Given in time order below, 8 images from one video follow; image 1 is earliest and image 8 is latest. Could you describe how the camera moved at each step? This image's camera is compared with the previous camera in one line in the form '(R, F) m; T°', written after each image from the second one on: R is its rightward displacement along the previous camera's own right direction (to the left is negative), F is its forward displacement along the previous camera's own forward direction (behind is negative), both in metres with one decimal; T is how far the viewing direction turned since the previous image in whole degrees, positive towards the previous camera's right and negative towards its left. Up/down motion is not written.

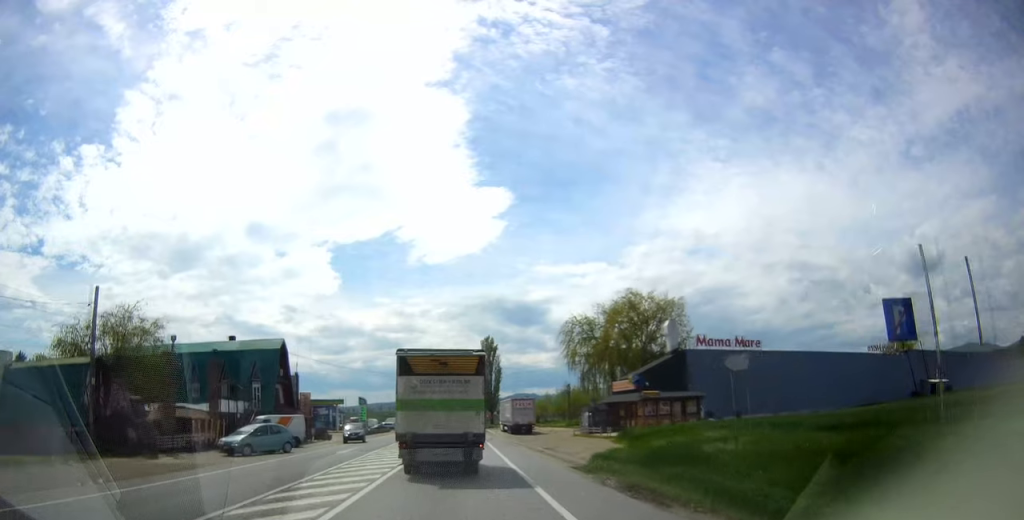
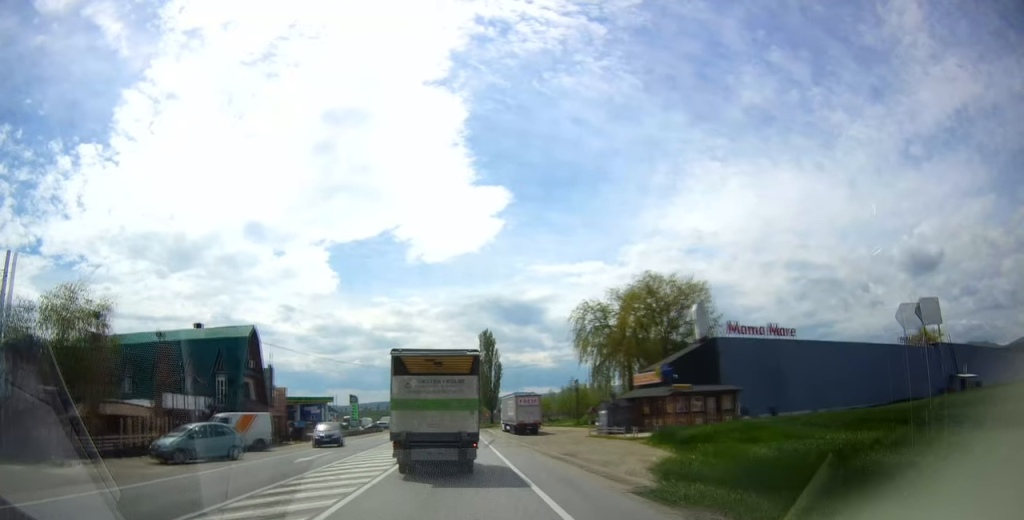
(+0.1, +7.4) m; +1°
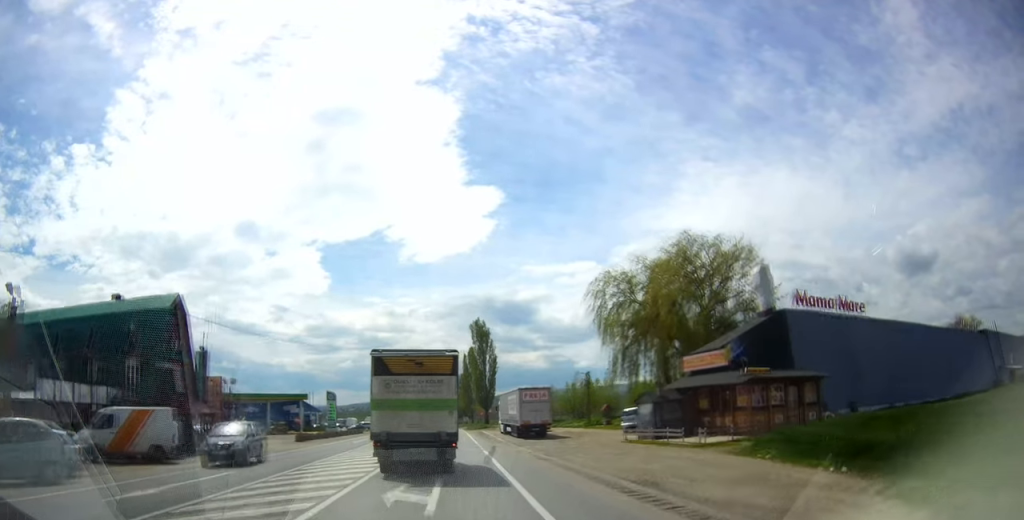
(+0.3, +12.3) m; +1°
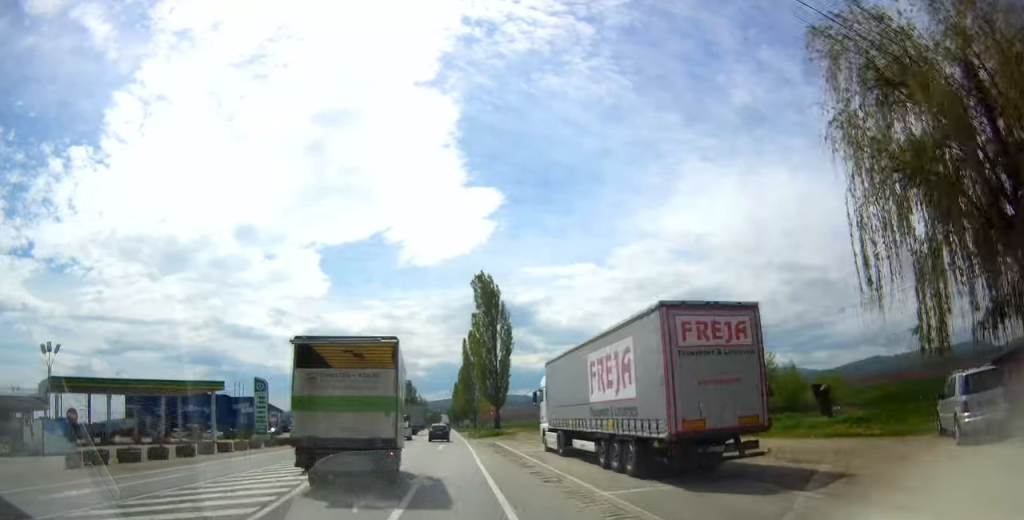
(+0.1, +32.8) m; 0°
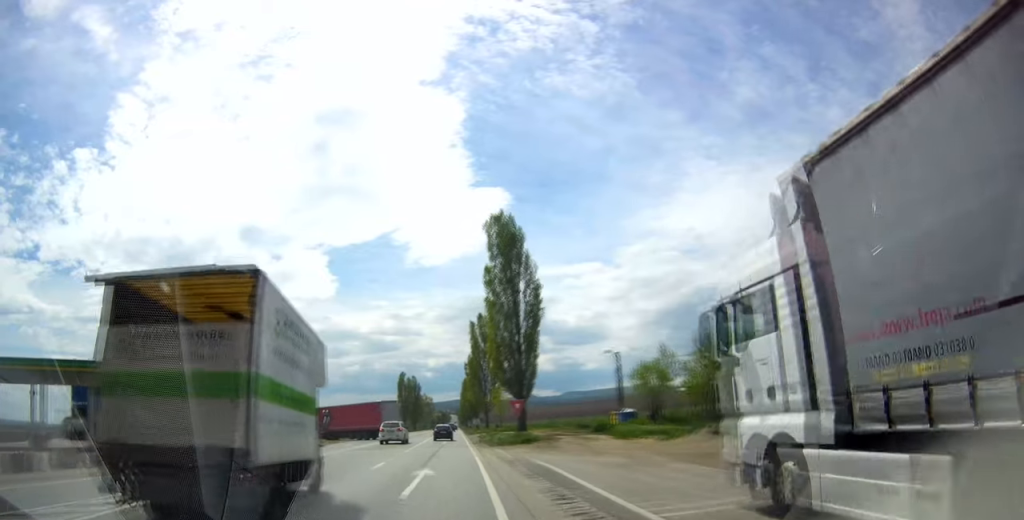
(-0.3, +17.4) m; -1°
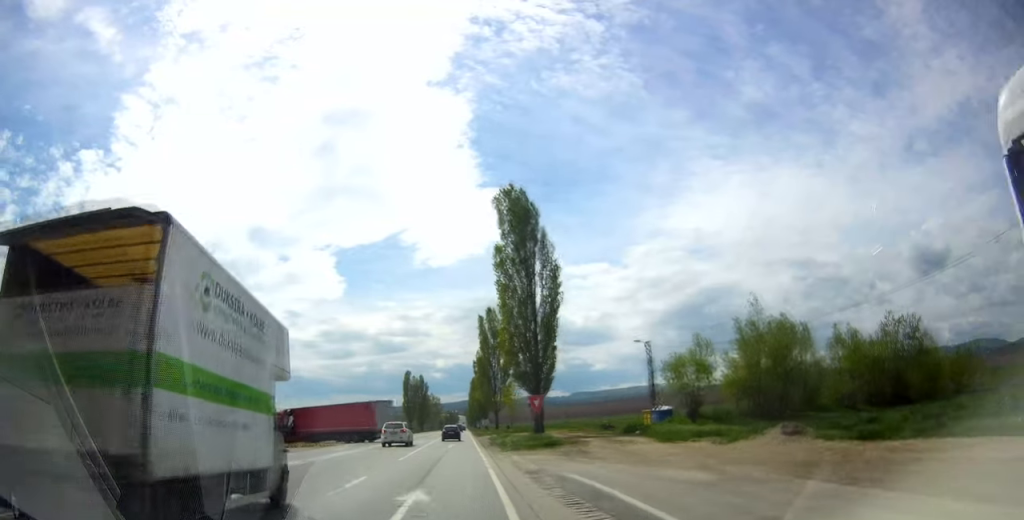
(0.0, +5.0) m; 0°
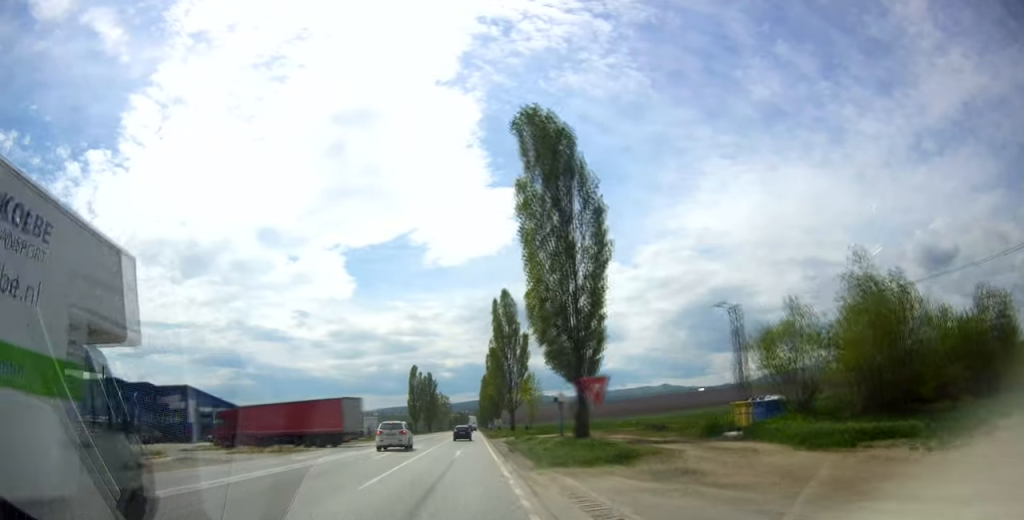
(0.0, +10.8) m; 0°
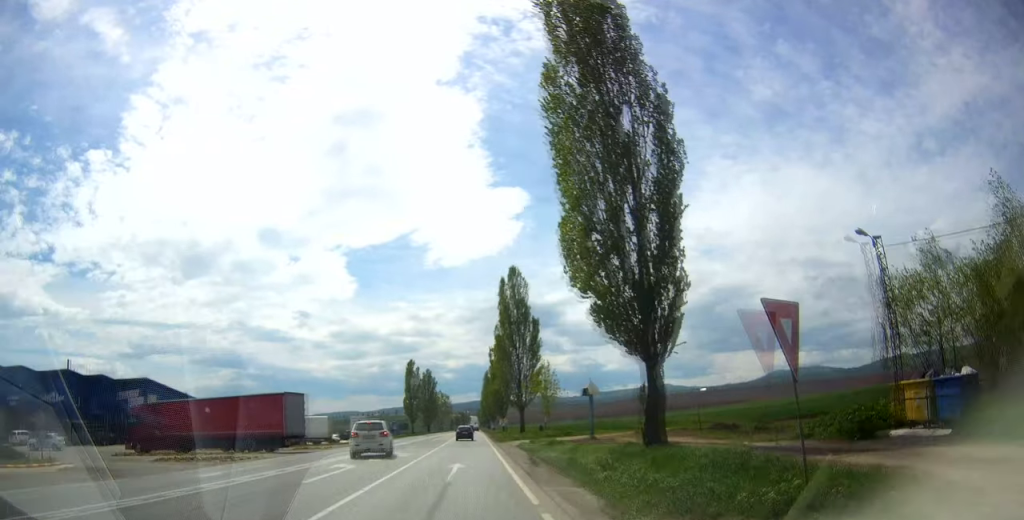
(0.0, +10.3) m; 0°
